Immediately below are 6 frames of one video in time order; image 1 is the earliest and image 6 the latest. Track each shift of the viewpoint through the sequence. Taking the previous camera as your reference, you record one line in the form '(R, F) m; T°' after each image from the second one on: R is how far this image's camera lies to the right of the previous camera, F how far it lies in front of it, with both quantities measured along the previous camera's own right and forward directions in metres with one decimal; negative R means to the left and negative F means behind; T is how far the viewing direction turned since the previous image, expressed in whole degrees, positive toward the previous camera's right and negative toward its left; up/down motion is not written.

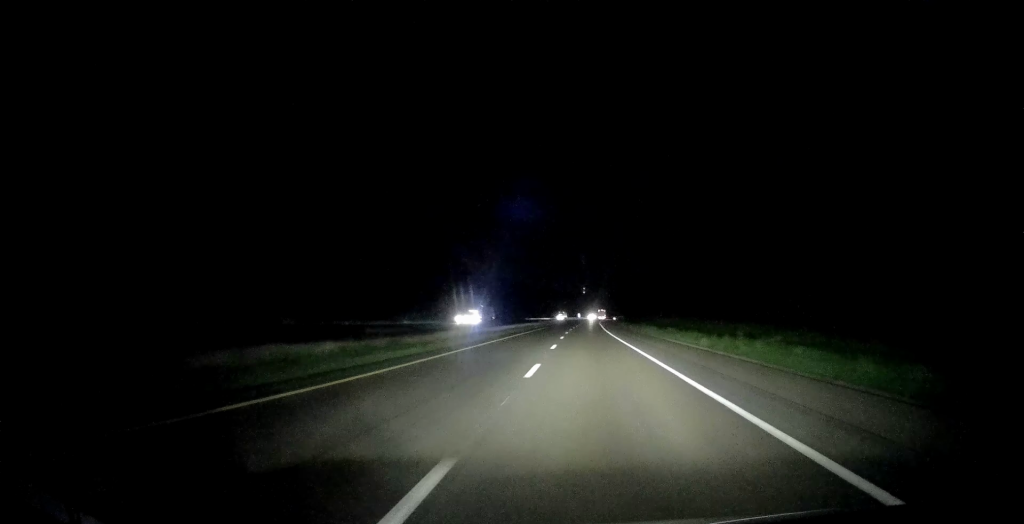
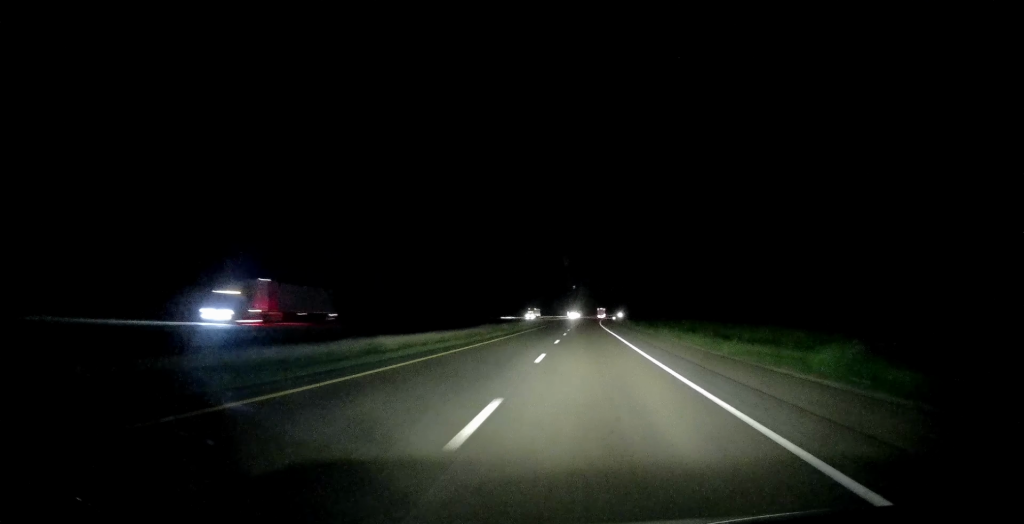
(-0.4, +57.3) m; 0°
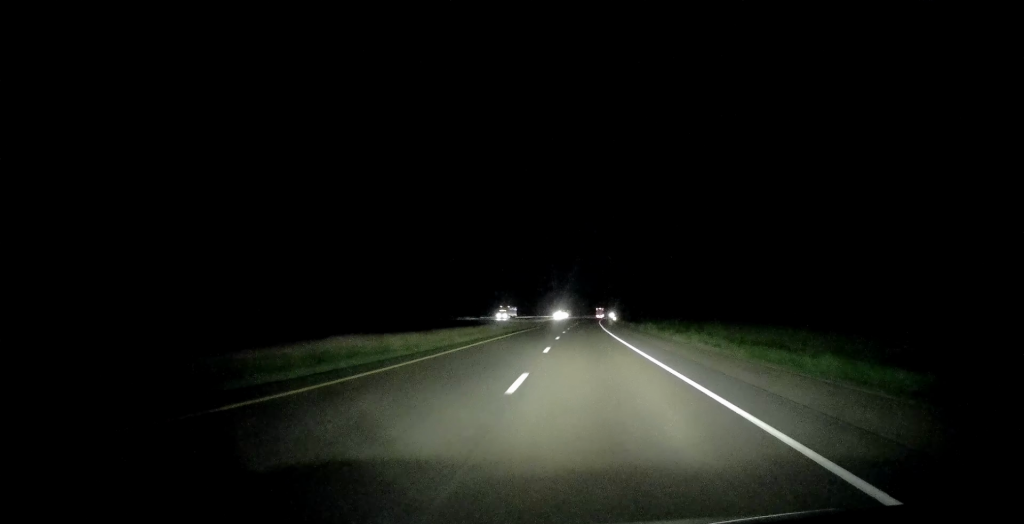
(+0.3, +32.3) m; 0°
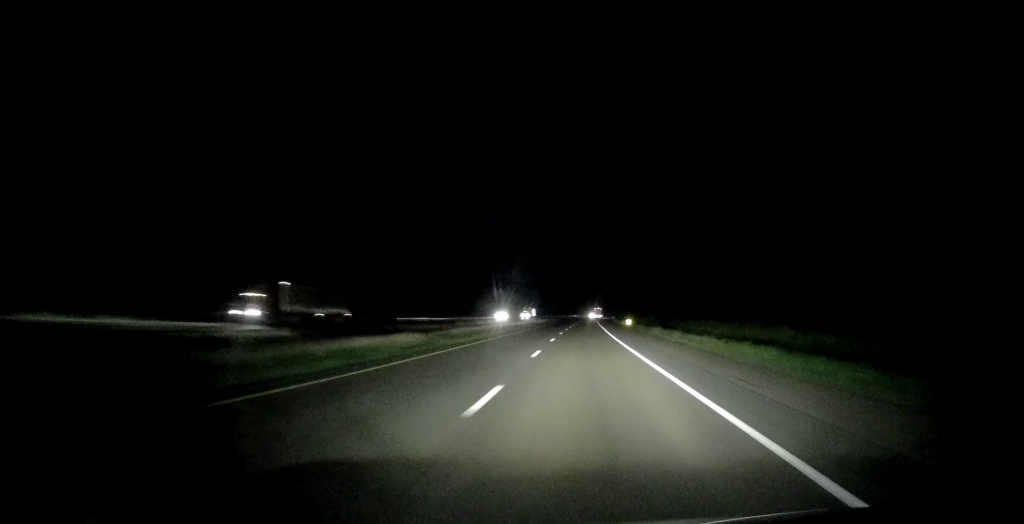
(+0.5, +75.7) m; +1°
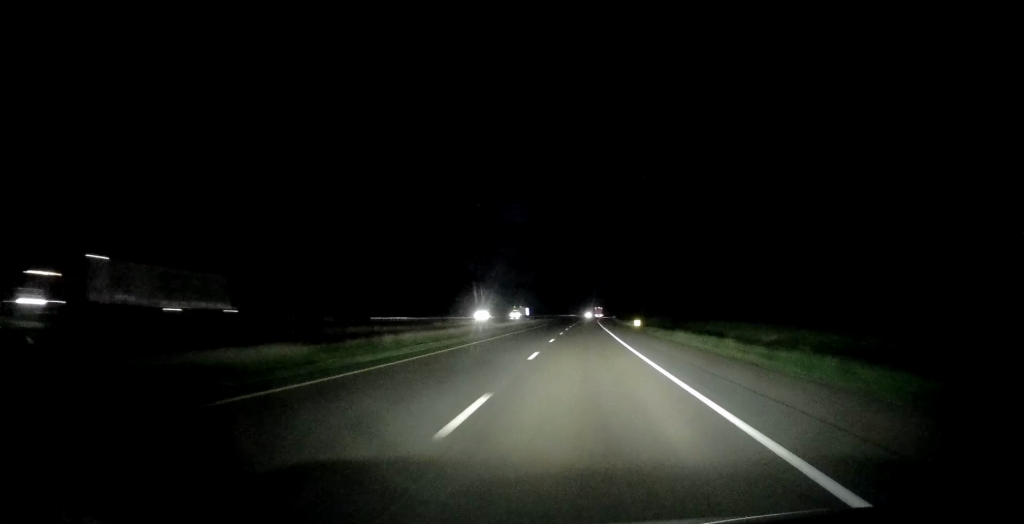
(-0.1, +13.7) m; 0°
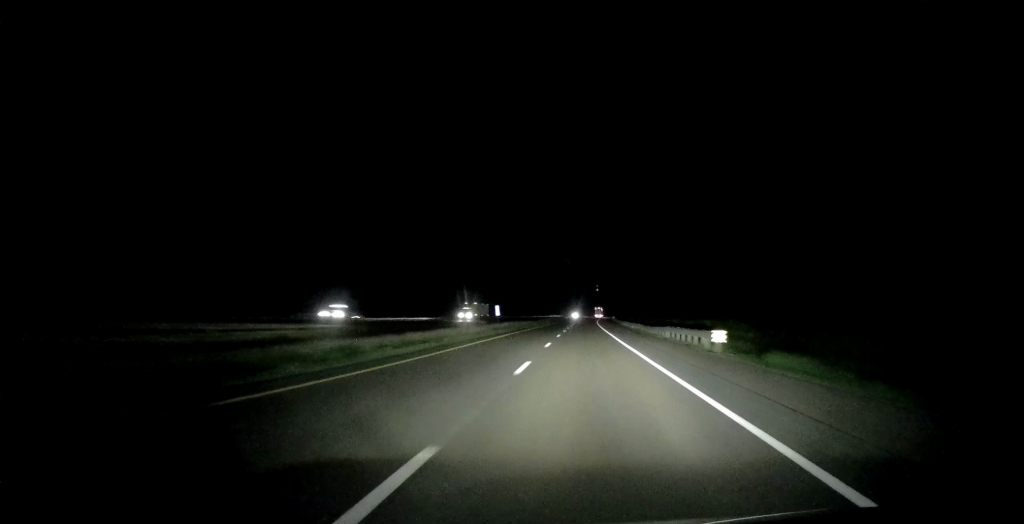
(+0.5, +40.9) m; 0°
